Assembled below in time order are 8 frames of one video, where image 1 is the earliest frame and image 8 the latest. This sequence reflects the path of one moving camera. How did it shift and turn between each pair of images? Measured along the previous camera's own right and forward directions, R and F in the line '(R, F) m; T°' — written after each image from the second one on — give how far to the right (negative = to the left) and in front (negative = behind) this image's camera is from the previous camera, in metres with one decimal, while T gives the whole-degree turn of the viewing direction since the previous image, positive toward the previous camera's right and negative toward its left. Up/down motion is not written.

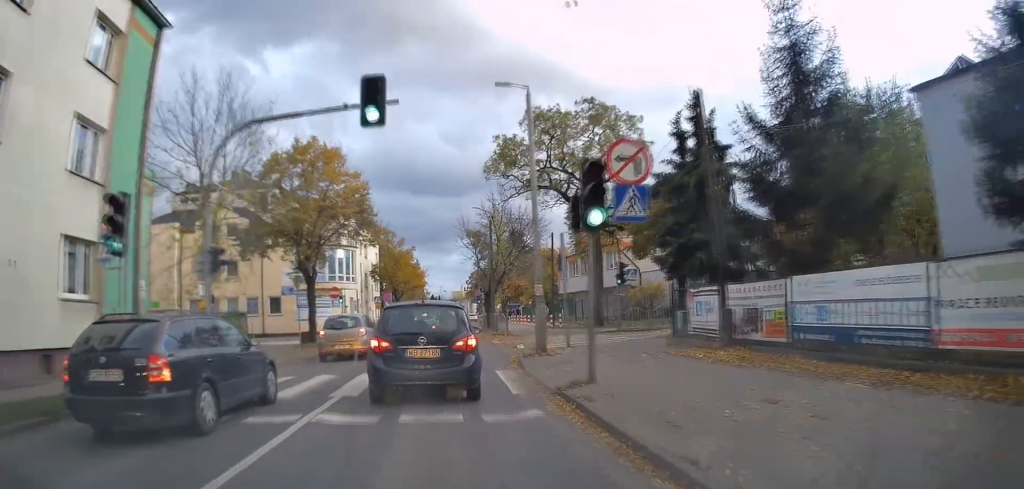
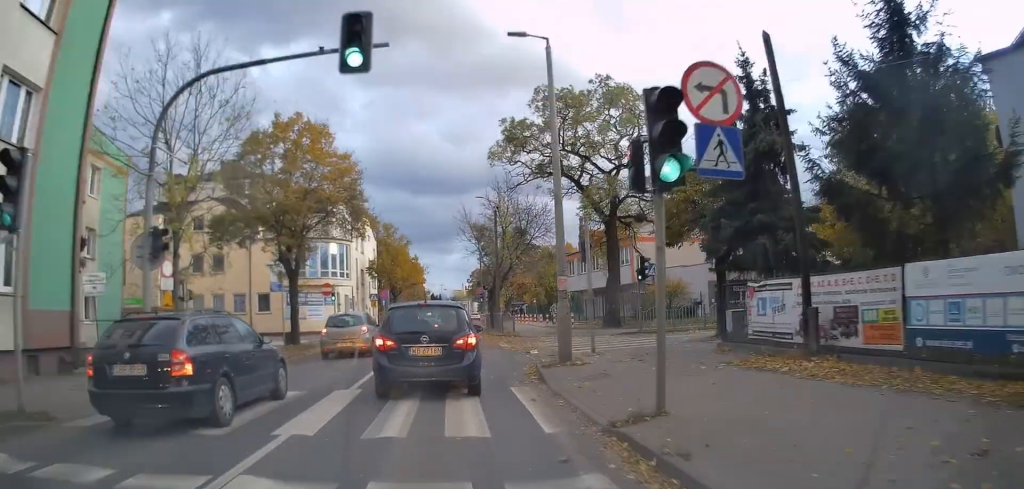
(+0.2, +3.6) m; +6°
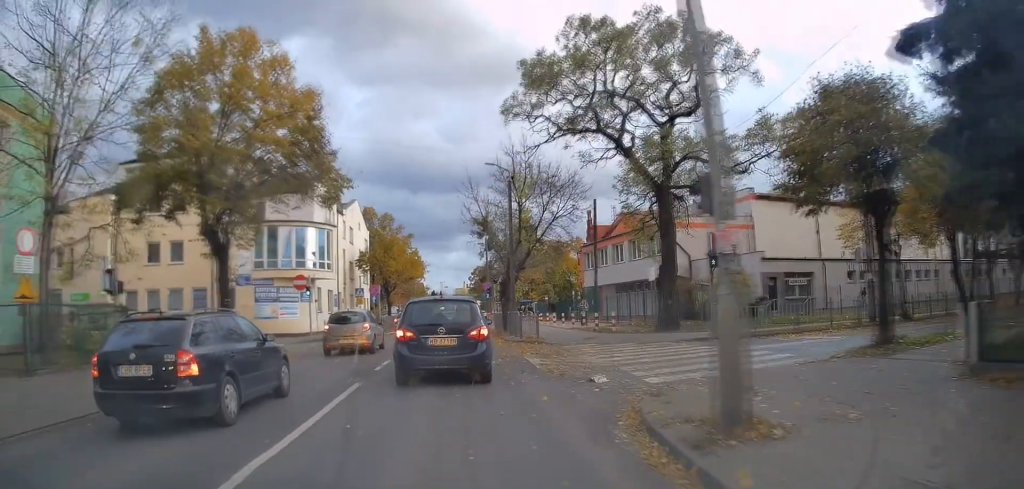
(+0.8, +8.3) m; +7°
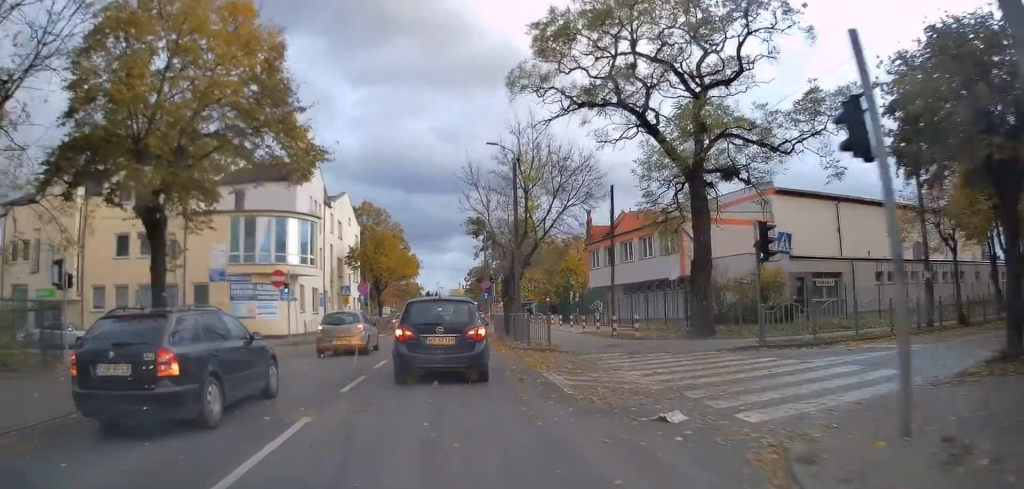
(0.0, +3.9) m; +1°
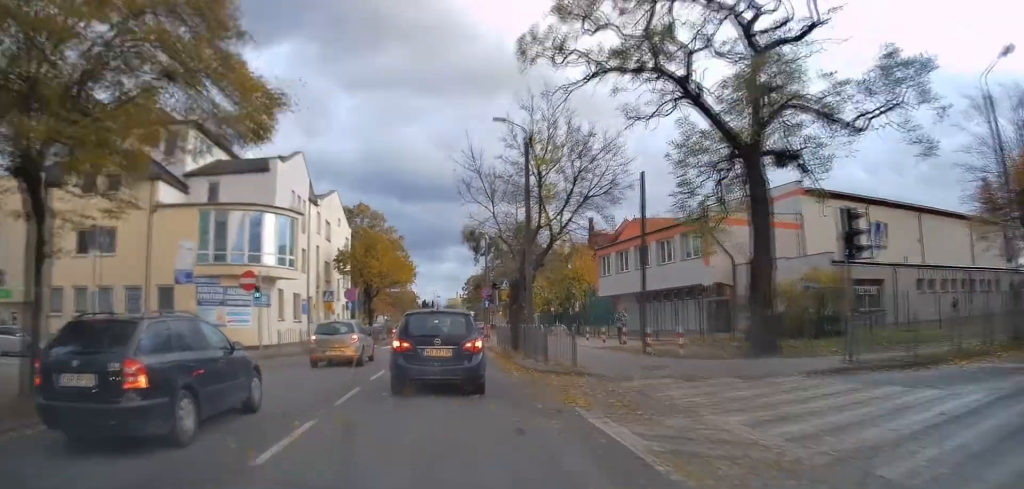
(0.0, +4.3) m; 0°
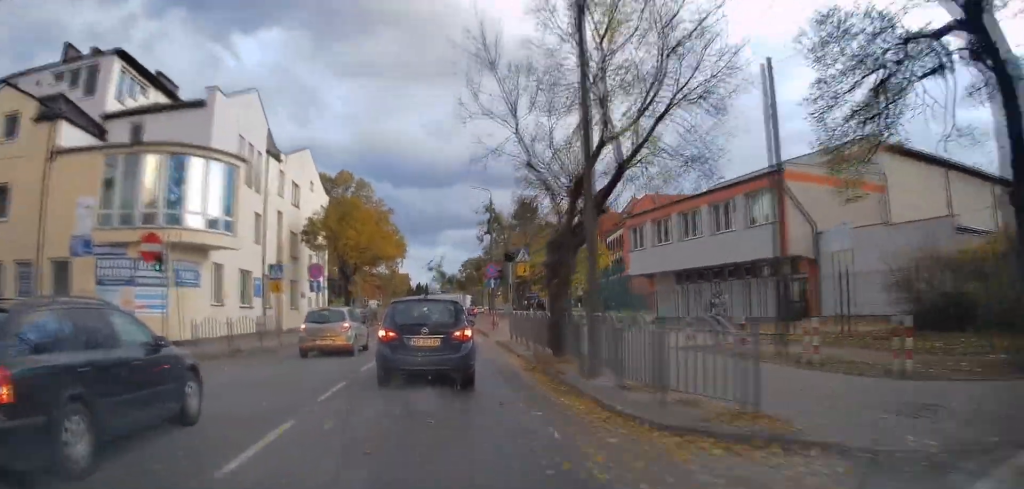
(+0.1, +8.9) m; +1°
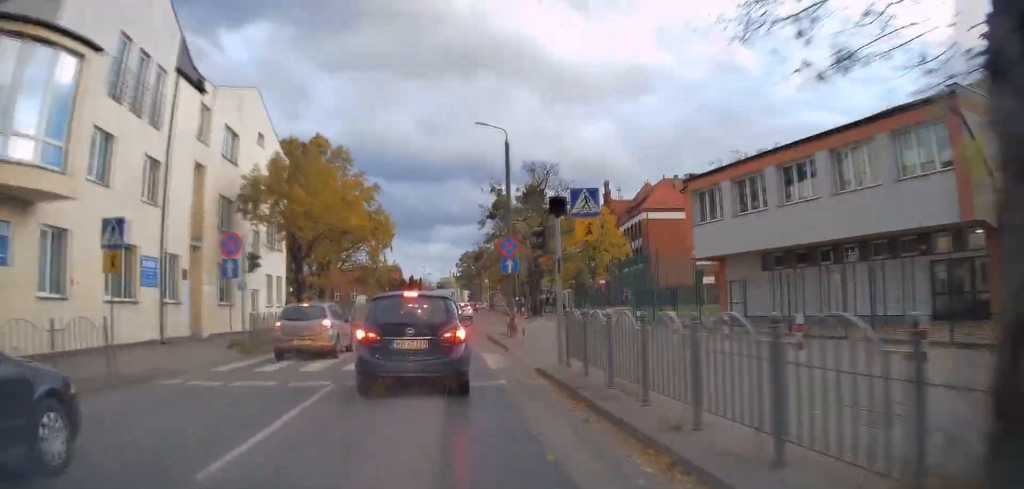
(+0.1, +11.4) m; 0°
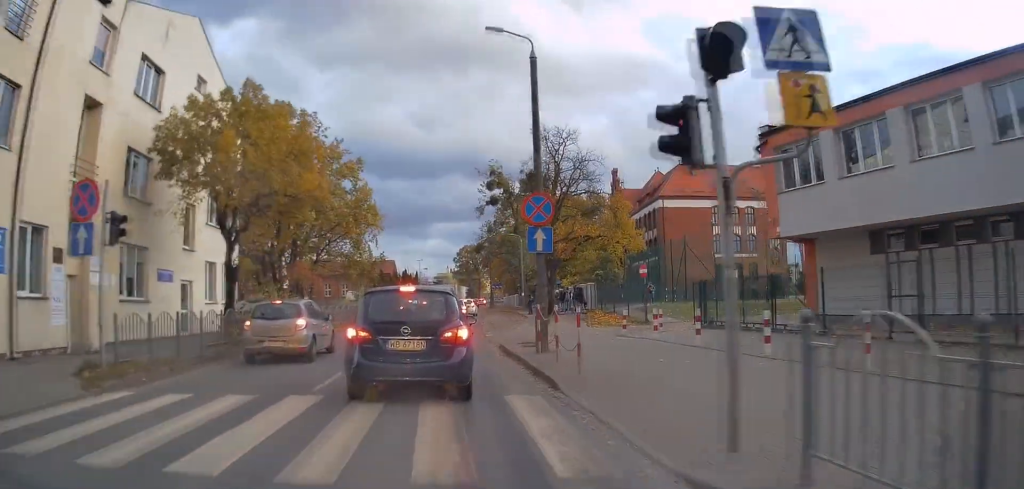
(-0.1, +8.7) m; 0°
